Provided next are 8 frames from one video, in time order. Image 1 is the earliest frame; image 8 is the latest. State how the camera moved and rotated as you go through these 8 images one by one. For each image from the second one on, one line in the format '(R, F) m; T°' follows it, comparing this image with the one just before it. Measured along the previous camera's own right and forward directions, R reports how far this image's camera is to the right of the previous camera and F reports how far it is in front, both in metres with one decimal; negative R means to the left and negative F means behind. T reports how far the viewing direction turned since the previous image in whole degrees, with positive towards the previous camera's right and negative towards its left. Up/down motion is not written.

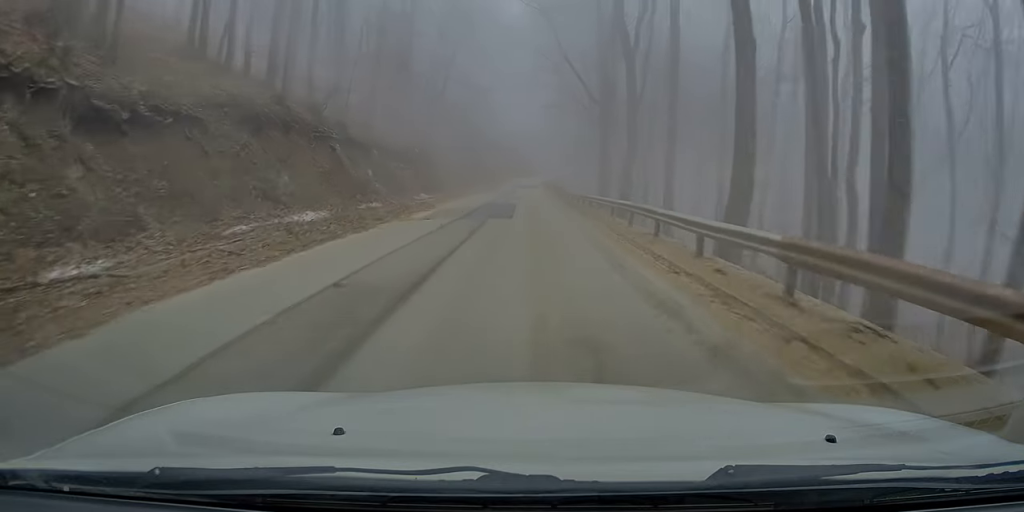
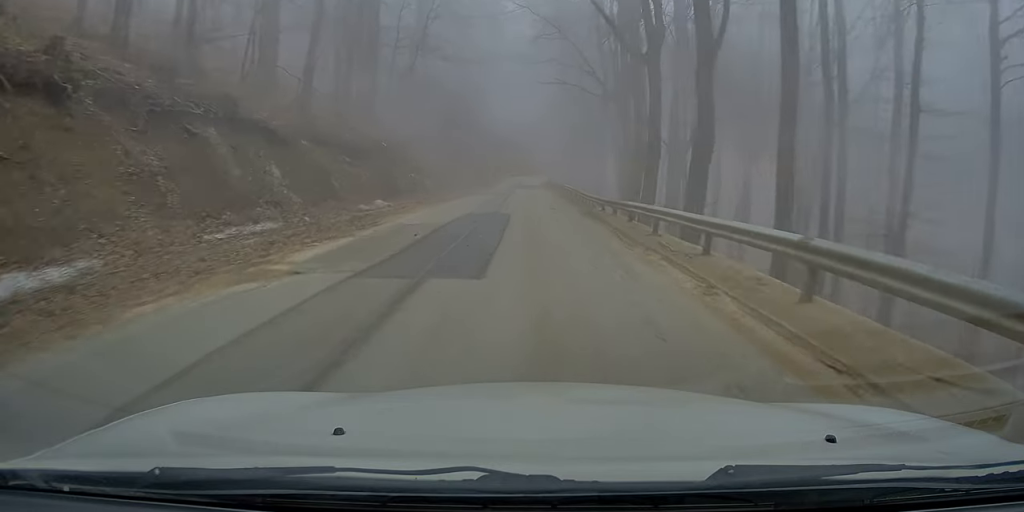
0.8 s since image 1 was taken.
(+0.2, +11.6) m; +1°
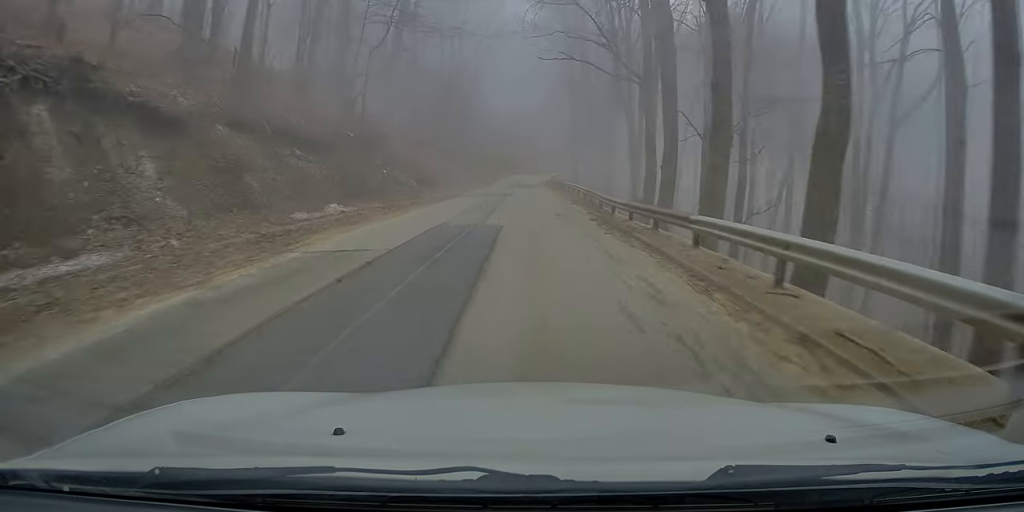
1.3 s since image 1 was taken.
(+0.2, +6.9) m; 0°
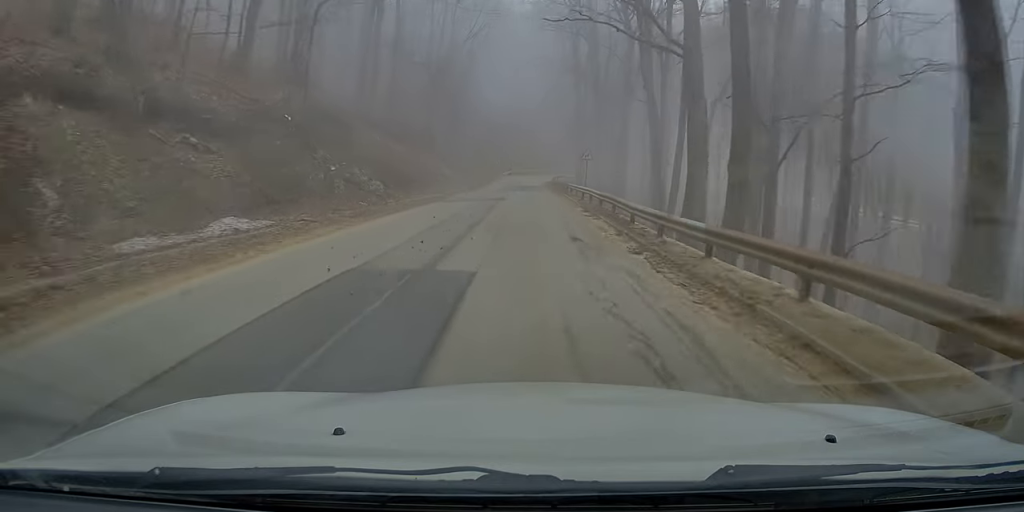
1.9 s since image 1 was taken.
(-0.2, +7.9) m; -2°
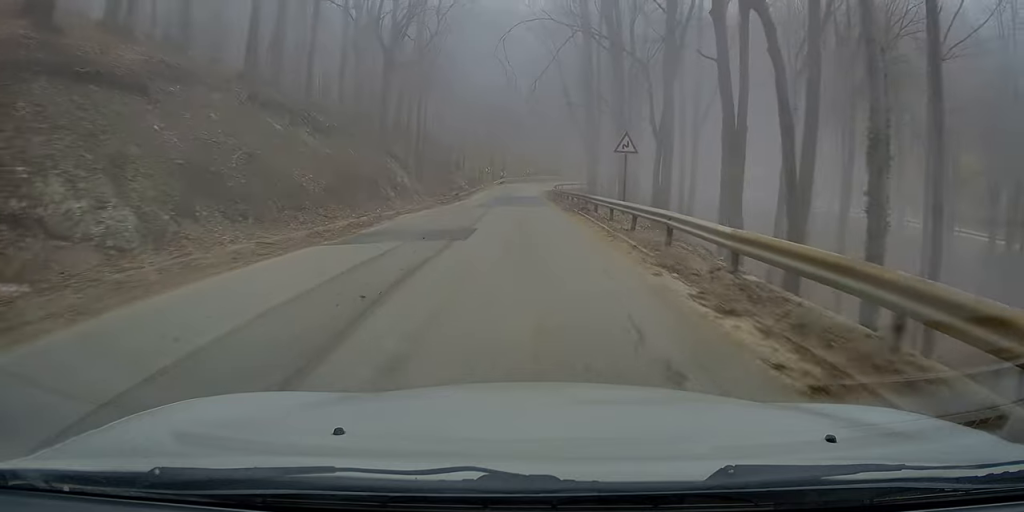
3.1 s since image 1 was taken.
(-0.6, +16.8) m; -3°
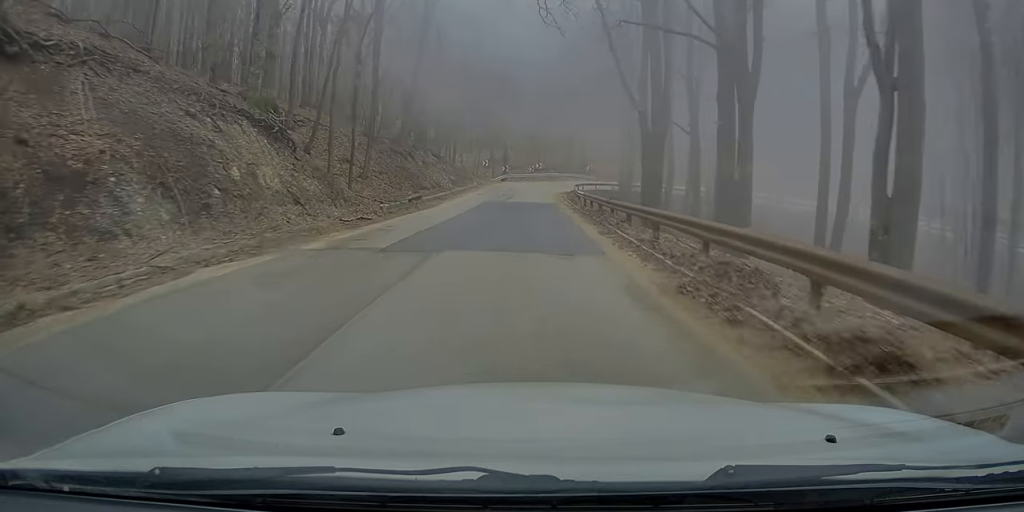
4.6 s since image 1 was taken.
(-0.4, +21.1) m; -3°
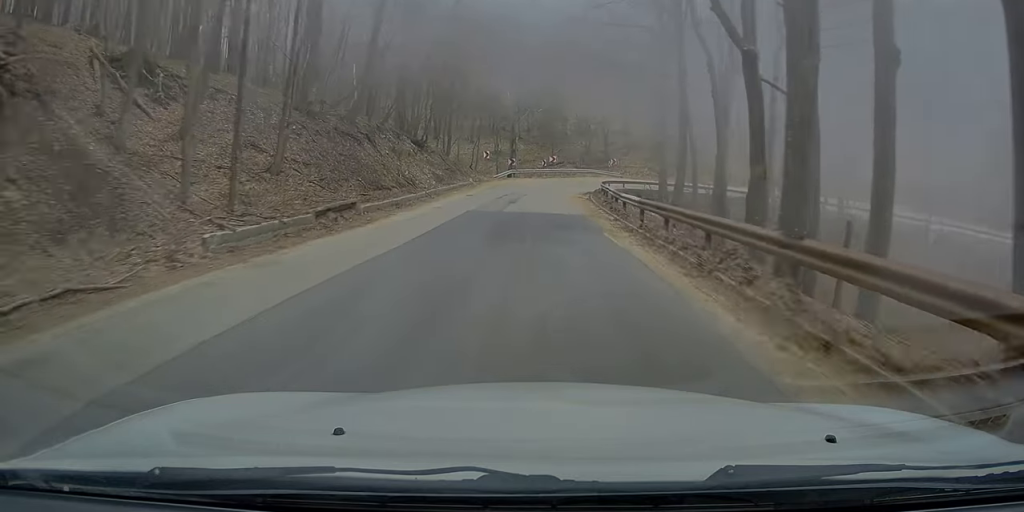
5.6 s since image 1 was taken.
(-0.3, +13.7) m; -1°
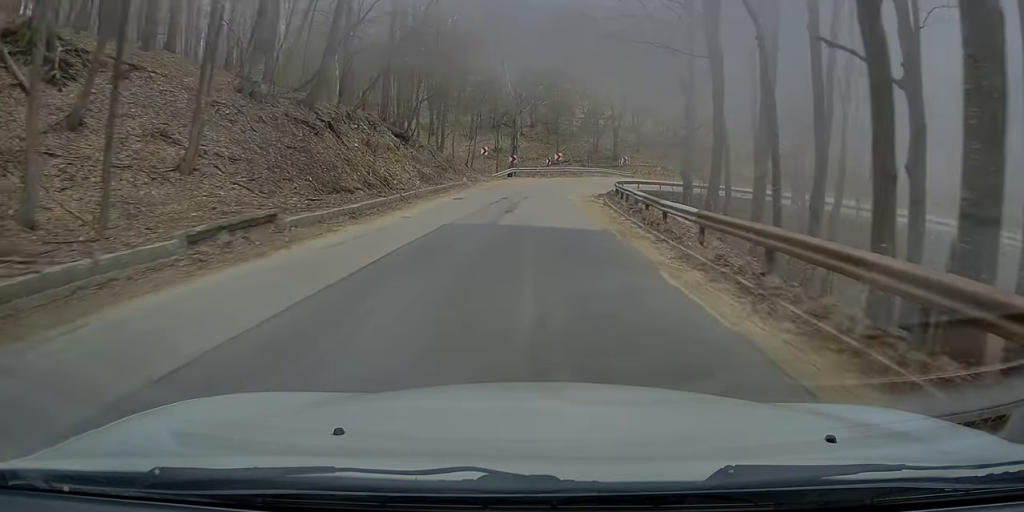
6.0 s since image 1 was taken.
(0.0, +6.1) m; +1°
